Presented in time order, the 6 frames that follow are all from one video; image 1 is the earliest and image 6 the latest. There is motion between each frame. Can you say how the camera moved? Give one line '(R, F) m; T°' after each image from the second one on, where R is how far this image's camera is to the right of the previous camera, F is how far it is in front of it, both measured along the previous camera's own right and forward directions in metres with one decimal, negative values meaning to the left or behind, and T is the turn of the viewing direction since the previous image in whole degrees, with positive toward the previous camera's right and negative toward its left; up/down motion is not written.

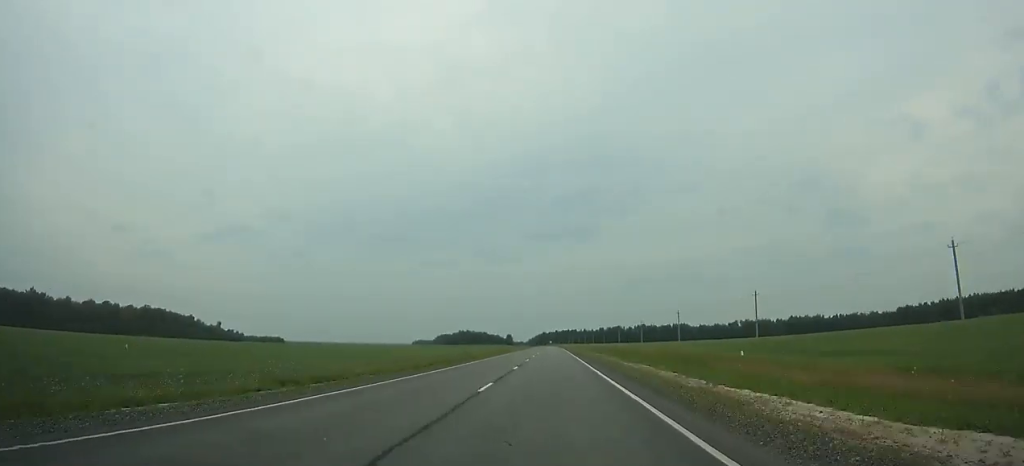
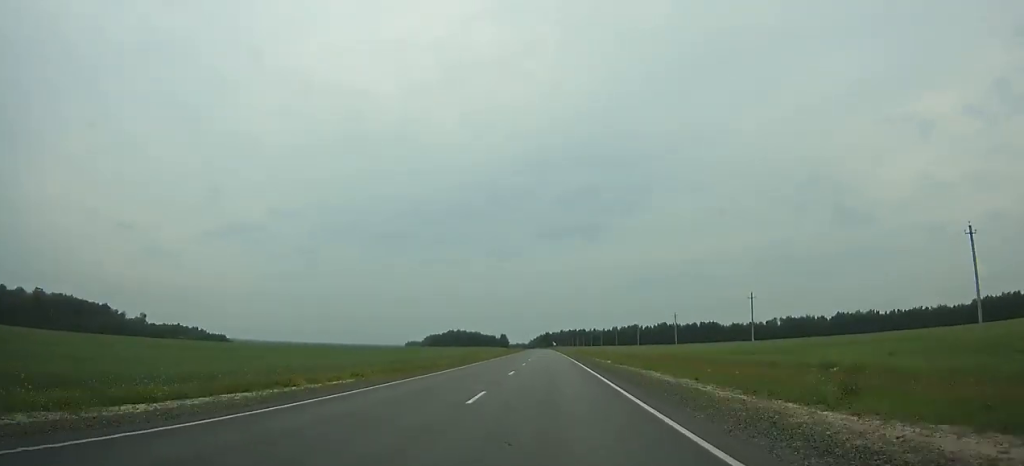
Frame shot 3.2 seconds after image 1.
(-0.5, +113.1) m; -1°
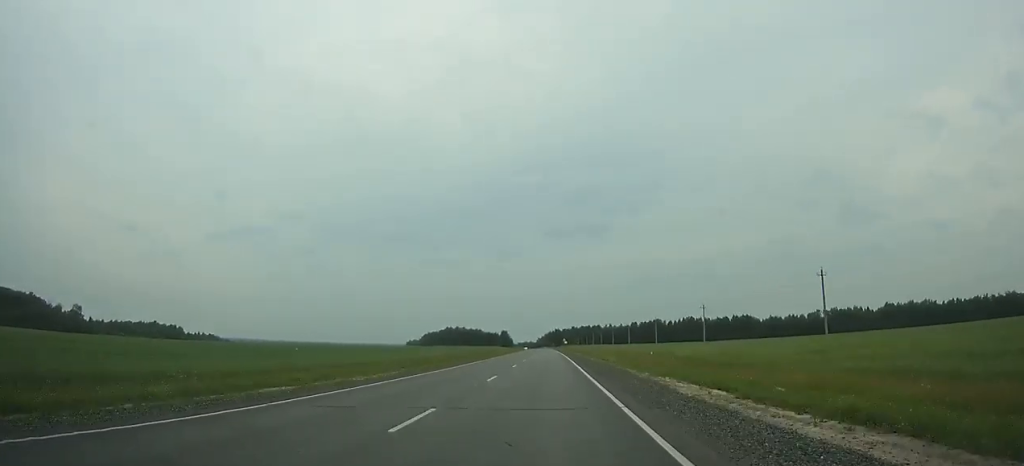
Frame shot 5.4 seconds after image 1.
(-0.5, +78.5) m; -1°
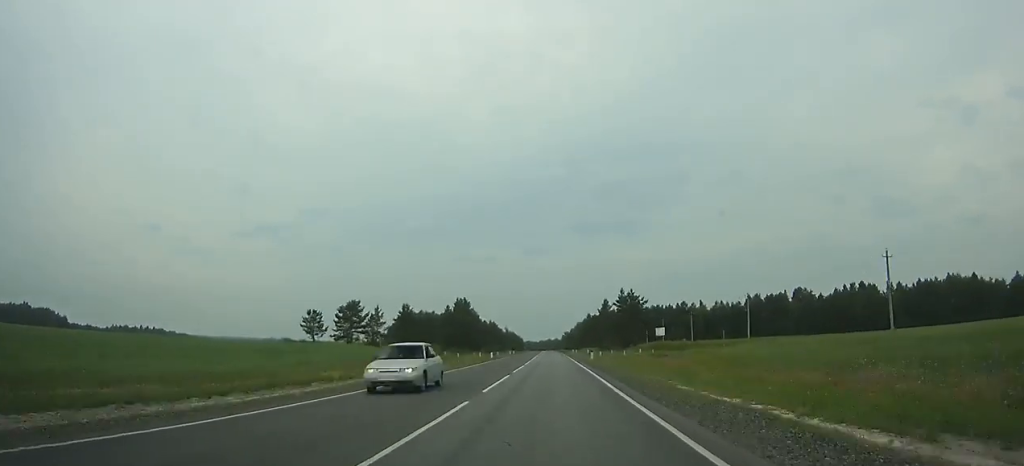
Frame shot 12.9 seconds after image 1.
(-7.4, +260.7) m; -3°
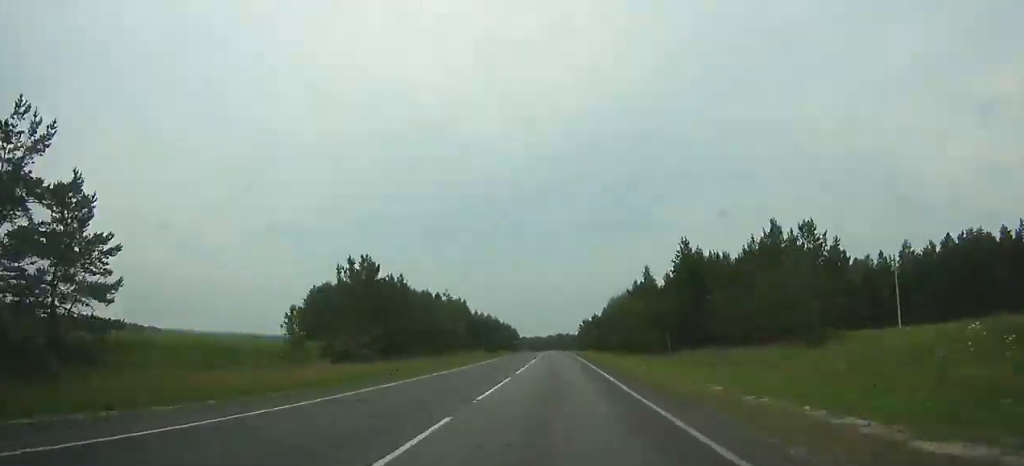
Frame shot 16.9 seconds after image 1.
(-1.0, +140.7) m; -1°
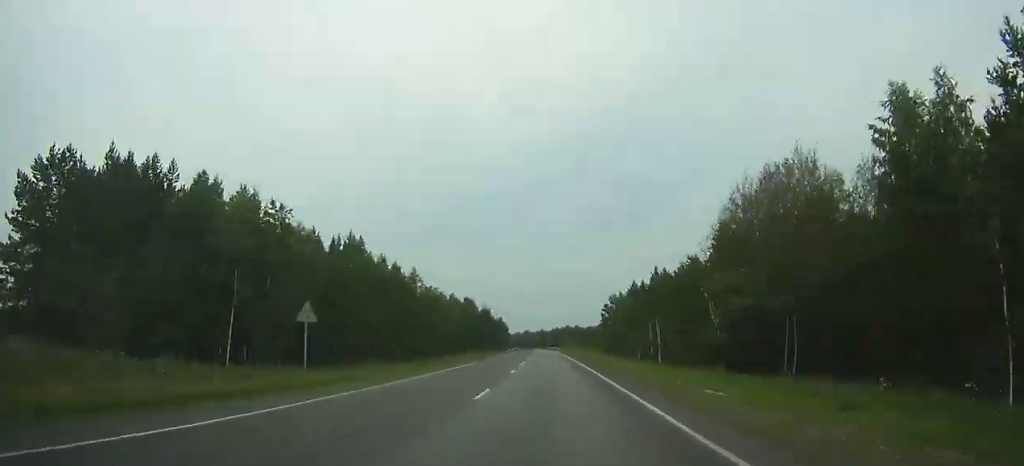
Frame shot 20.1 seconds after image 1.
(-0.8, +115.8) m; -1°
